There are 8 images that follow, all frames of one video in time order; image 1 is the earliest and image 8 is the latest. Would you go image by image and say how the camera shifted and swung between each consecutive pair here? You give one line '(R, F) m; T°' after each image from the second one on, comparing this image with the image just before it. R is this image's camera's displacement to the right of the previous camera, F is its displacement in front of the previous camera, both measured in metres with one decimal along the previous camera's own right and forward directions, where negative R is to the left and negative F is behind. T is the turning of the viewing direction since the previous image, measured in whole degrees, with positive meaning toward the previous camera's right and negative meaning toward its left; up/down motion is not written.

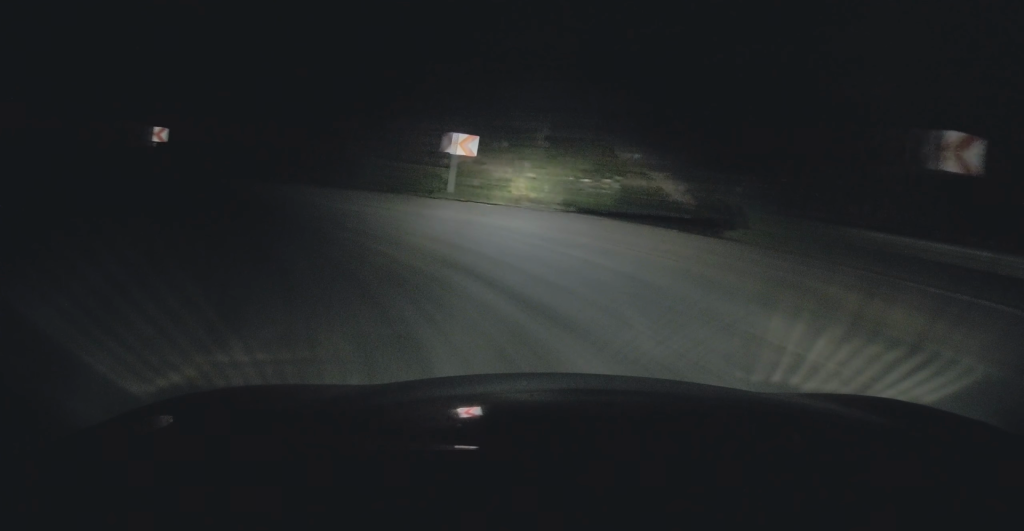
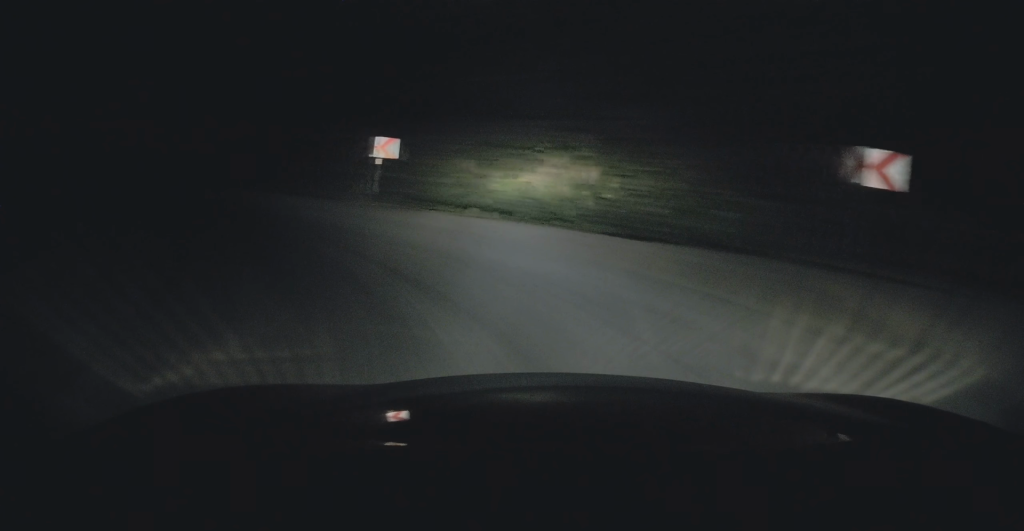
(-2.4, +7.8) m; -31°
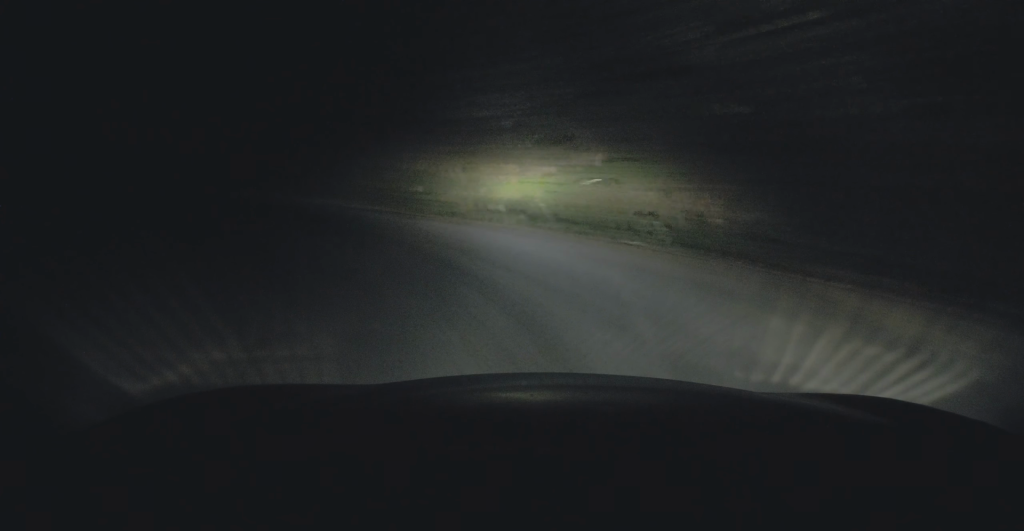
(-8.1, +14.0) m; -61°
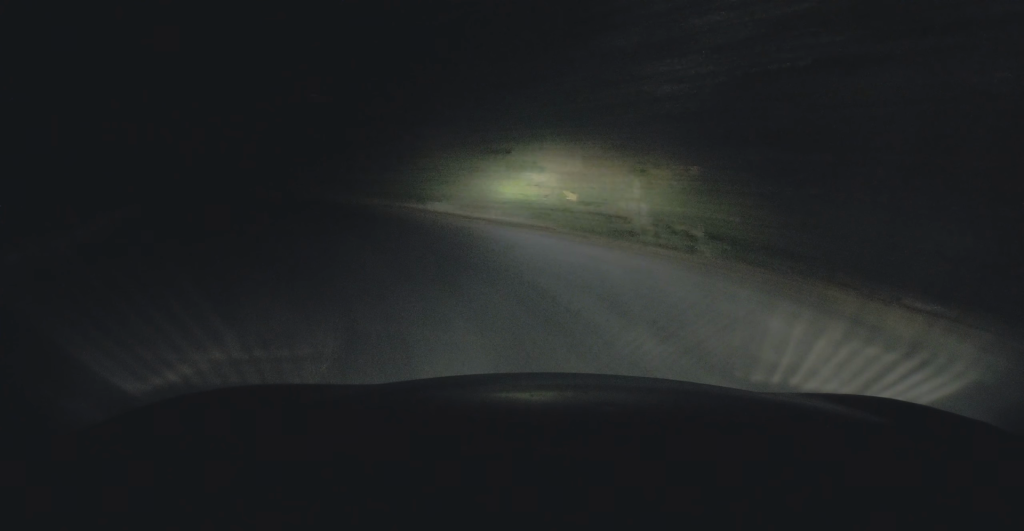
(-0.5, +4.7) m; -11°
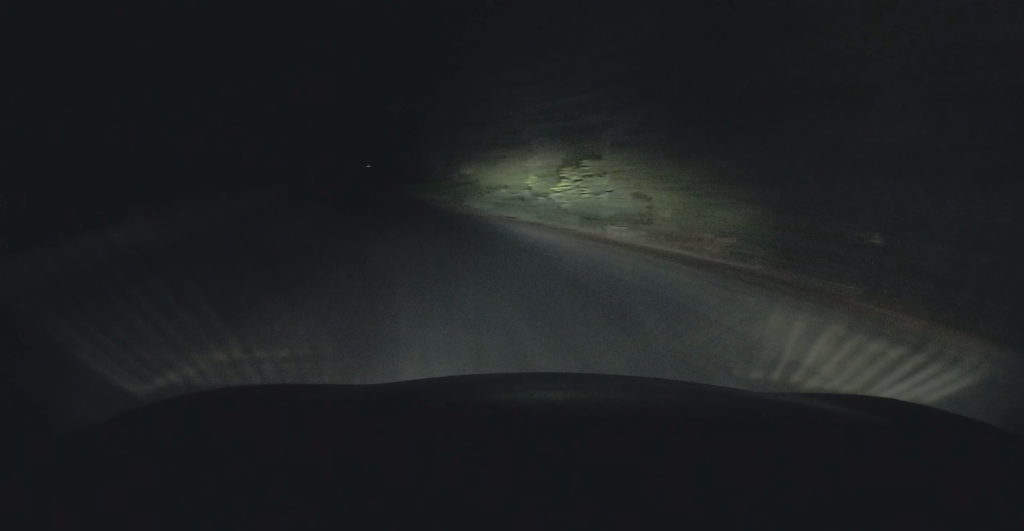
(-1.0, +6.8) m; -10°
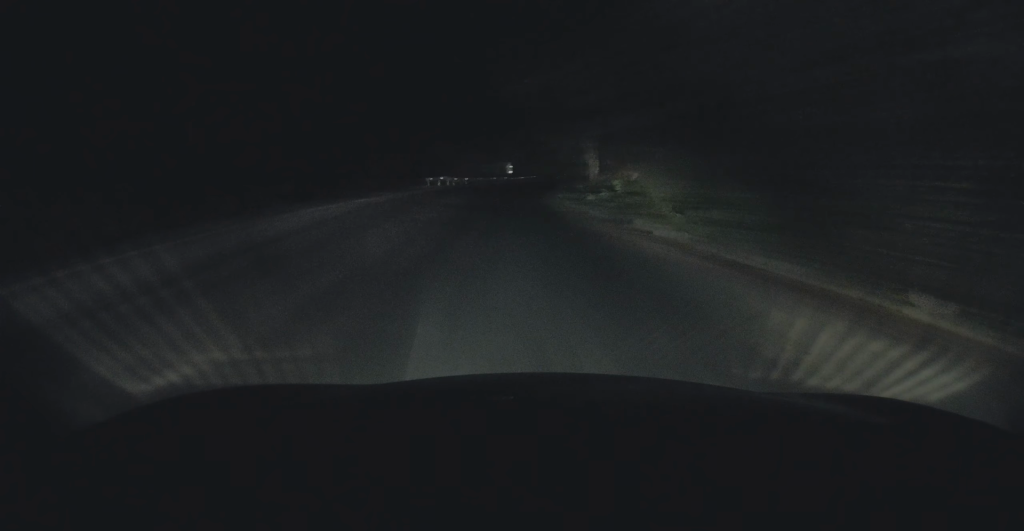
(-0.8, +9.6) m; -8°
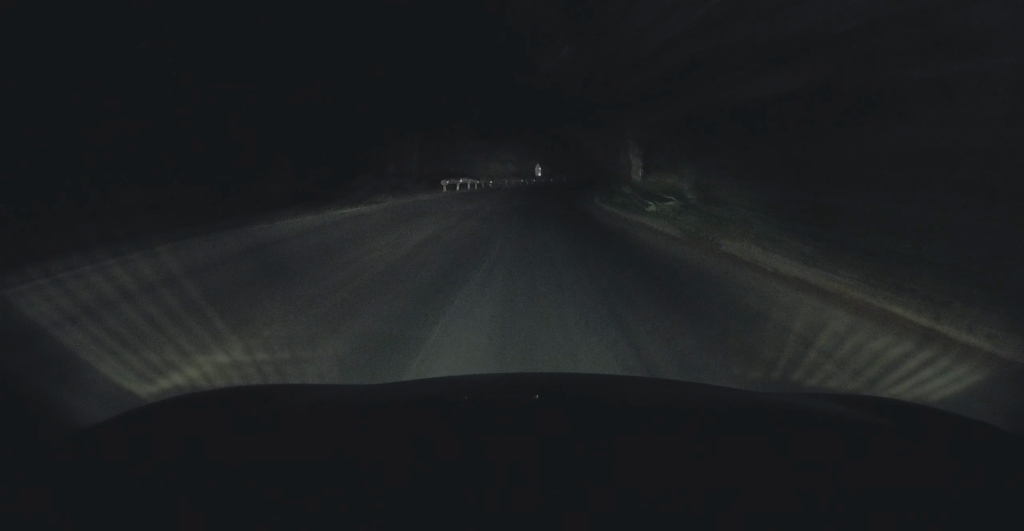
(-0.2, +5.4) m; -2°
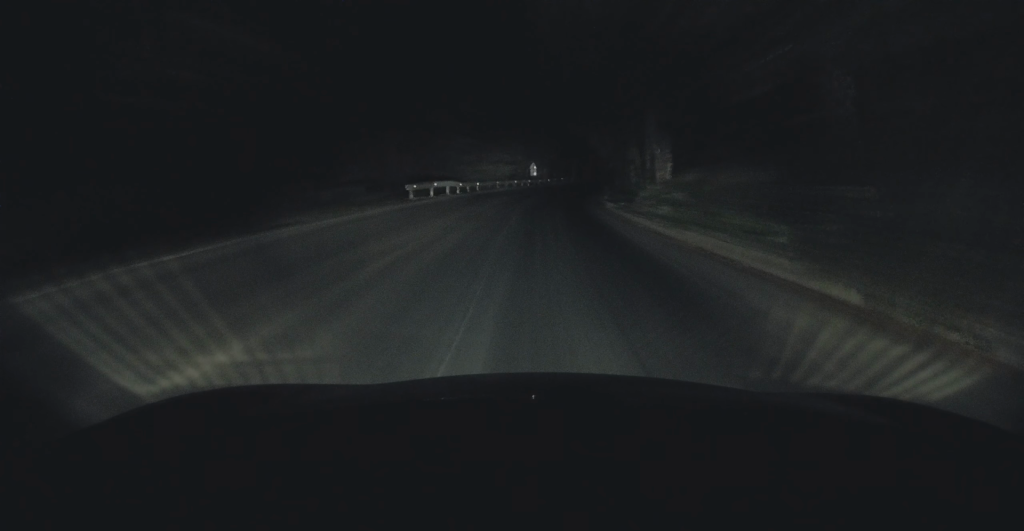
(-0.3, +7.8) m; -1°
